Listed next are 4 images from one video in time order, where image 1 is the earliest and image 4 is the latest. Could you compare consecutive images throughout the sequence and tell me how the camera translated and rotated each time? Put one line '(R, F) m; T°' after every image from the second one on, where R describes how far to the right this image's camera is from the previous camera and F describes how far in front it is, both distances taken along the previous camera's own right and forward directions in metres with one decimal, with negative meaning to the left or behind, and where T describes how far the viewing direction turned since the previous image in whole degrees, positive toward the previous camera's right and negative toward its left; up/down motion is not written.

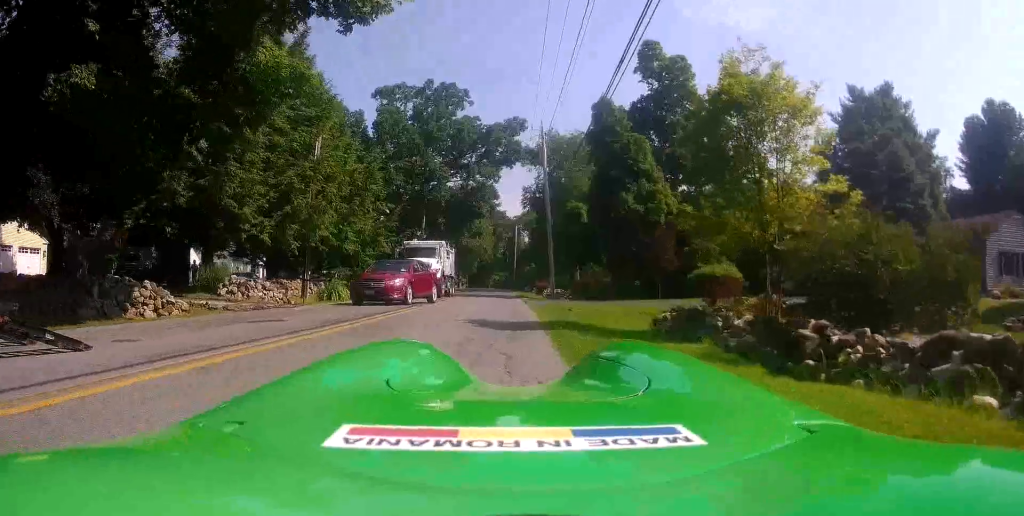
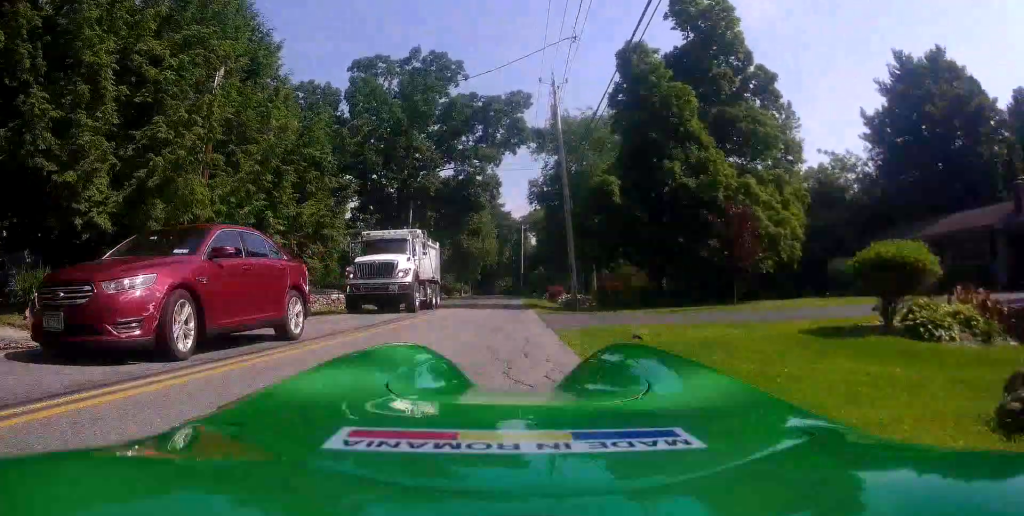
(+0.1, +10.0) m; -1°
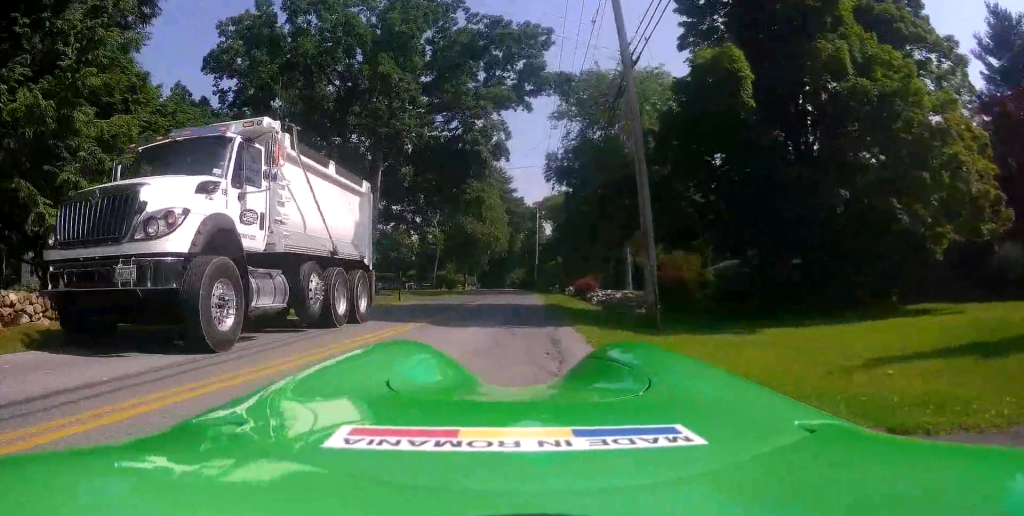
(-0.6, +15.1) m; -1°
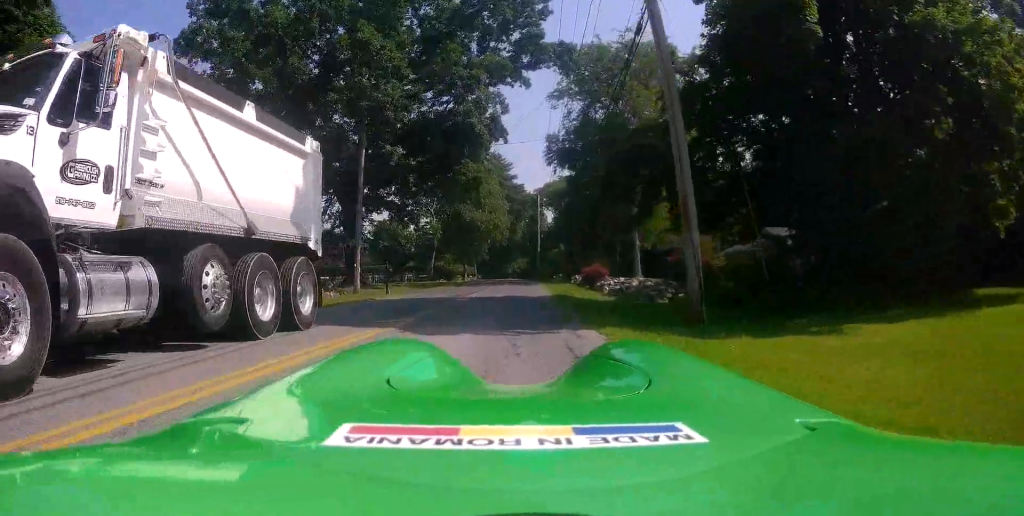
(0.0, +3.5) m; +1°
